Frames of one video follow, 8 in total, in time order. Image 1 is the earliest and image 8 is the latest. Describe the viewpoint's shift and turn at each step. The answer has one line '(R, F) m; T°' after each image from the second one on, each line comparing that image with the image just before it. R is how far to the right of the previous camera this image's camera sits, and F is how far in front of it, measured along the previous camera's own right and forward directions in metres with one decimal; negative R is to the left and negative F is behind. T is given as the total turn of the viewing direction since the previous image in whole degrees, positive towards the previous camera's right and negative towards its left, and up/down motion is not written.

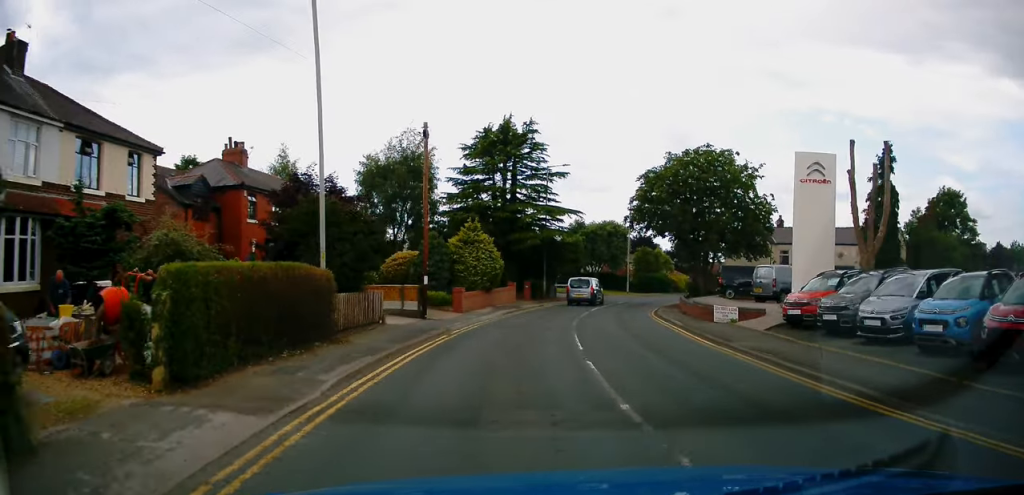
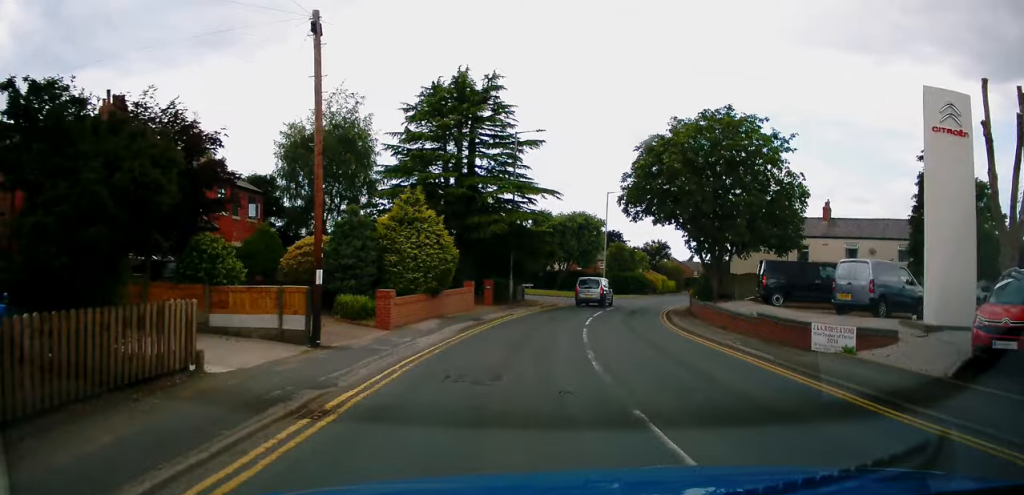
(+0.1, +10.3) m; +3°
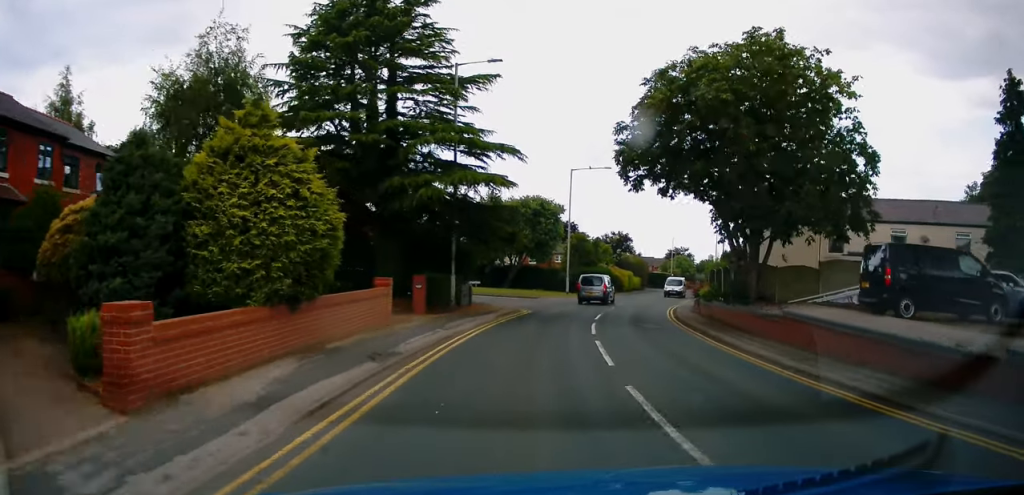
(+0.4, +10.7) m; +5°
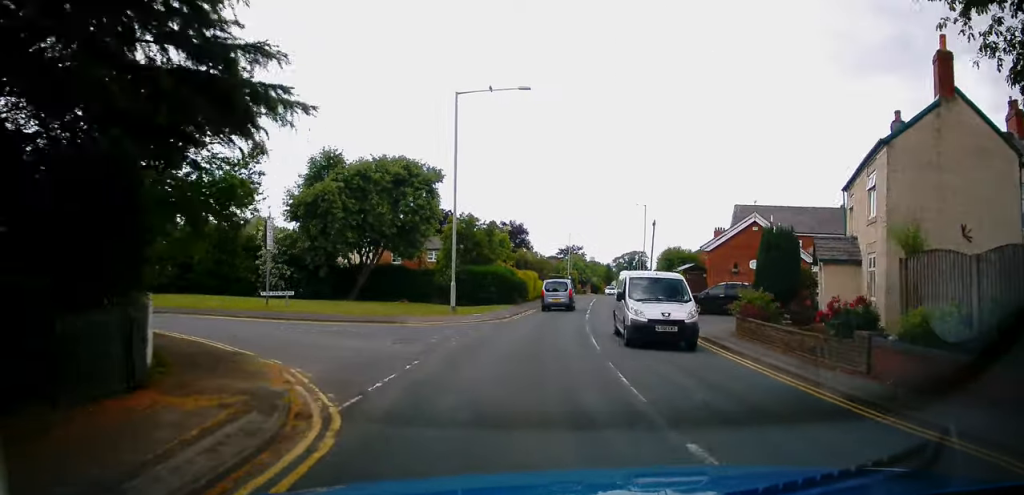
(+1.9, +21.1) m; +11°
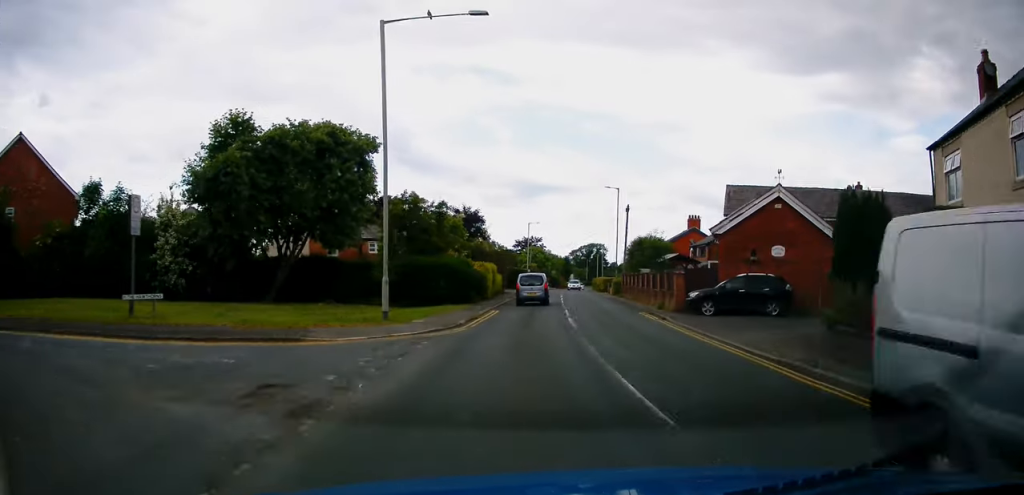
(+0.3, +7.4) m; +5°
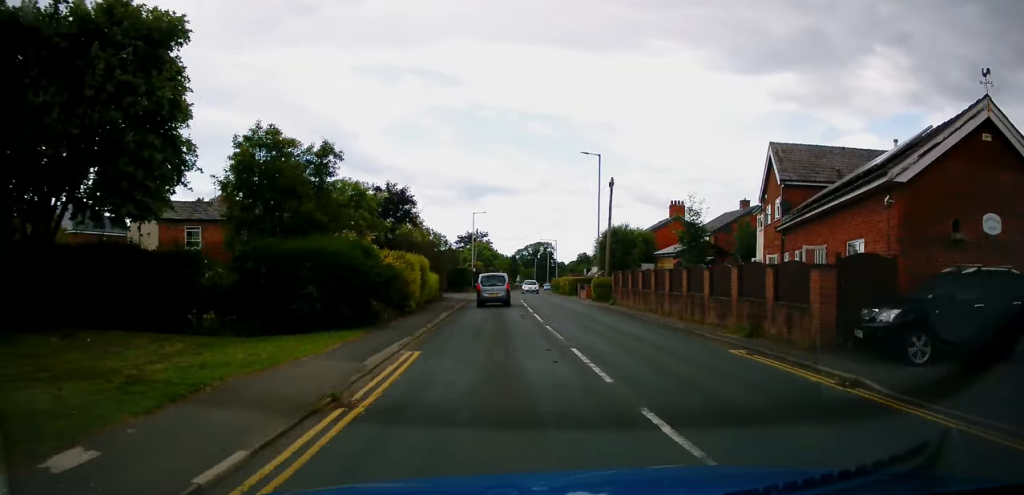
(+1.4, +15.5) m; +7°
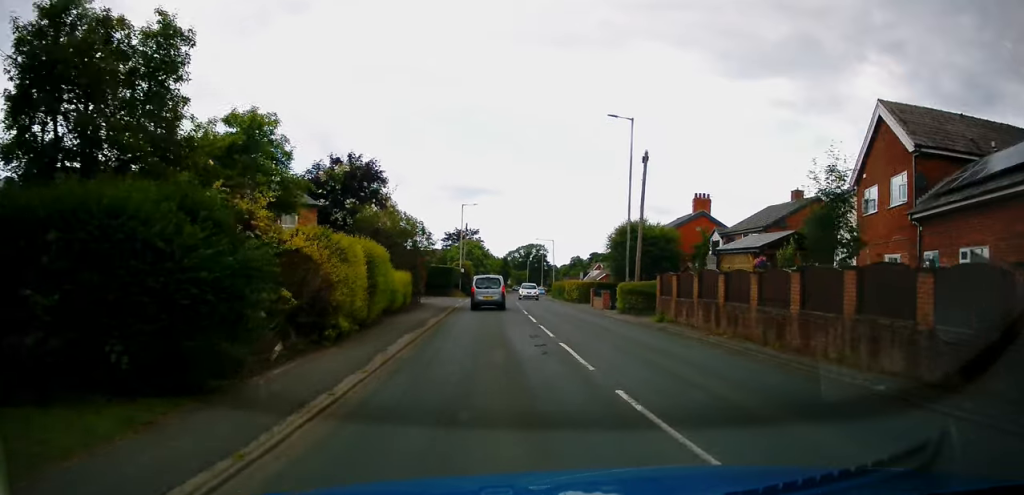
(+0.2, +10.4) m; +2°
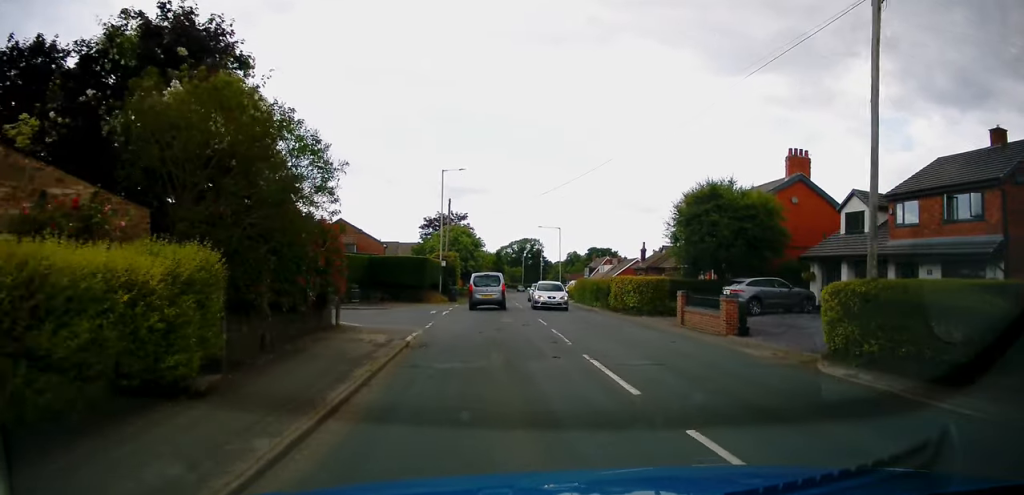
(+0.5, +20.3) m; +2°
